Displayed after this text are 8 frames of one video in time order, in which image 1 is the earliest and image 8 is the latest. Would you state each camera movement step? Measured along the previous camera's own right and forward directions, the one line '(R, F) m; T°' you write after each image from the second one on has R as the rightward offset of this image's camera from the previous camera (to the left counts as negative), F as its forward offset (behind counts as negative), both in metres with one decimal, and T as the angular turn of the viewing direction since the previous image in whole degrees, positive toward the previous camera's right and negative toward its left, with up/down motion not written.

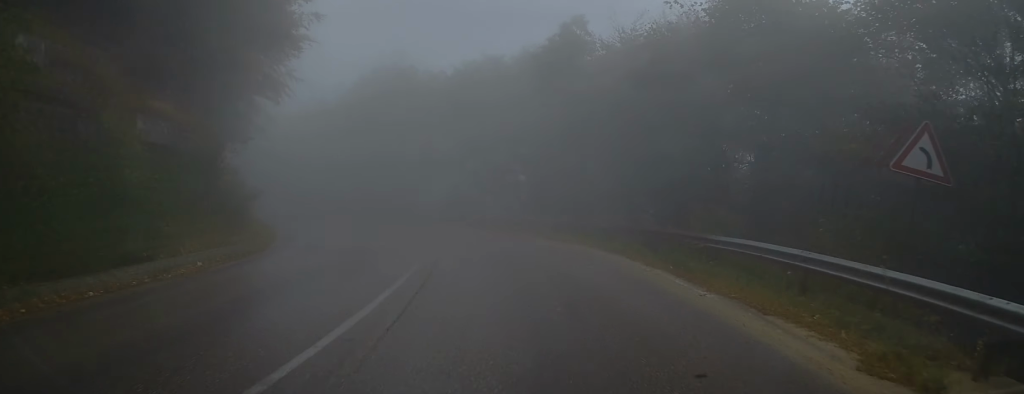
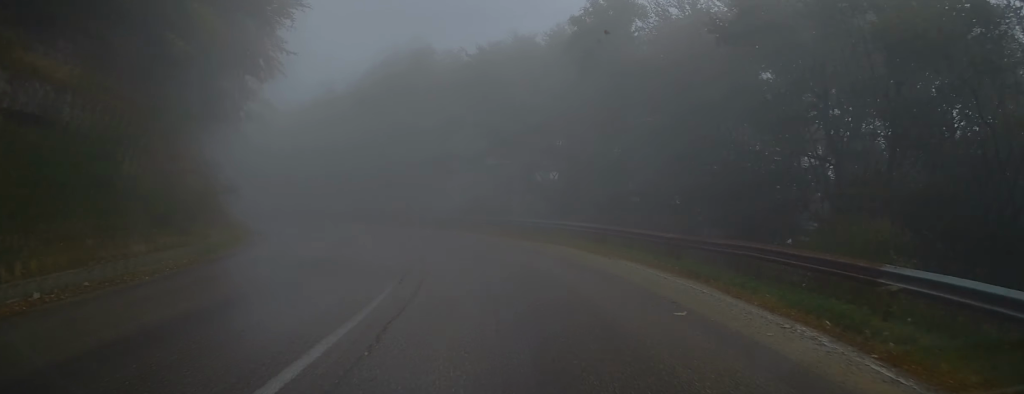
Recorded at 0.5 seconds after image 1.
(-0.1, +5.4) m; -4°
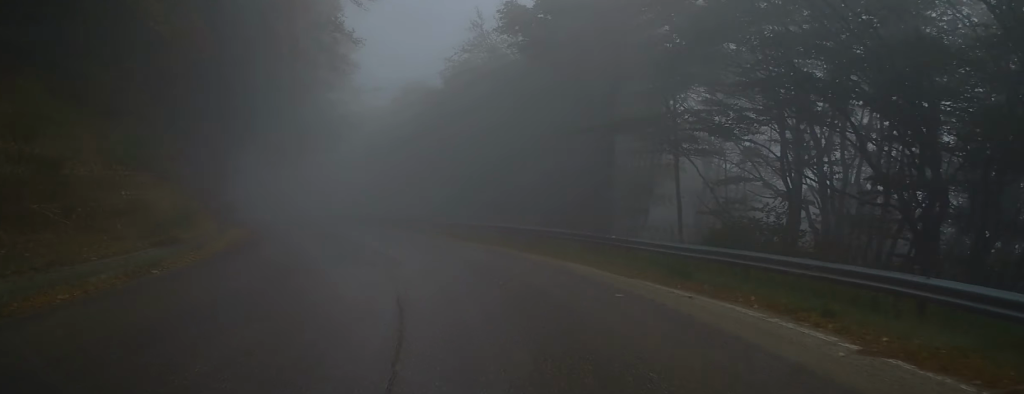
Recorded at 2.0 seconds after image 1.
(-2.2, +17.9) m; -15°
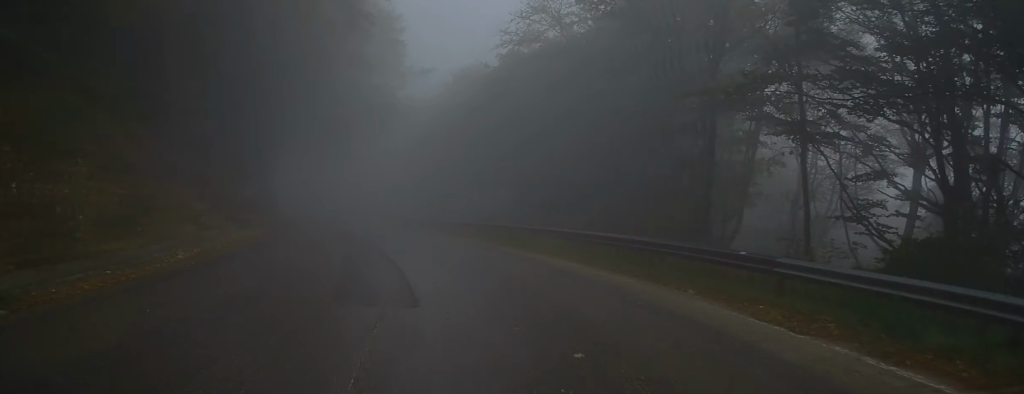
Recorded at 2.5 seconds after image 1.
(-0.2, +4.9) m; -5°
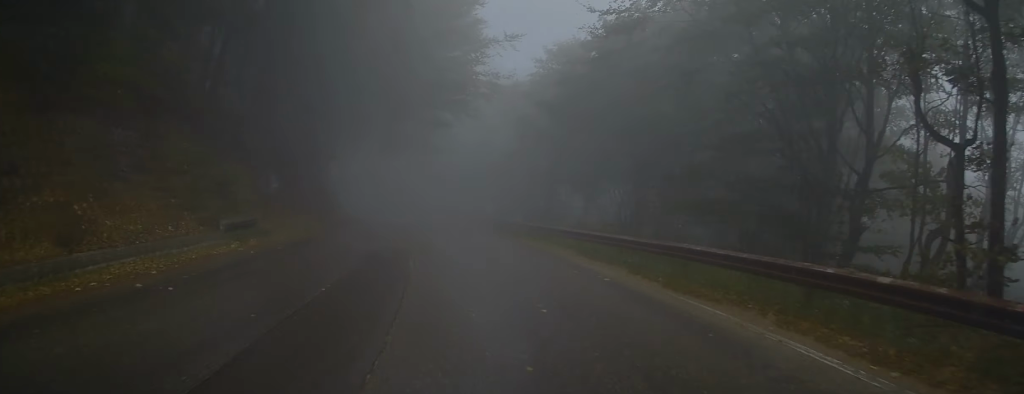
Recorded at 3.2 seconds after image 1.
(-0.5, +7.9) m; -7°
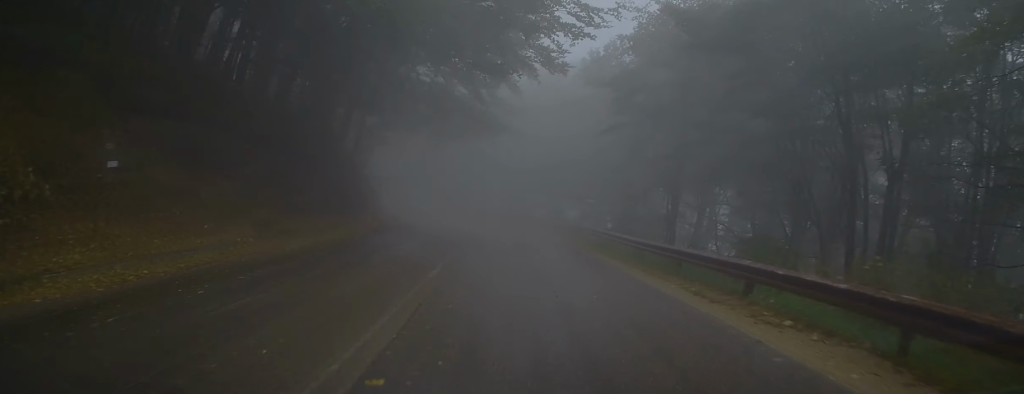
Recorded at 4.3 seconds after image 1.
(-1.3, +13.4) m; -7°
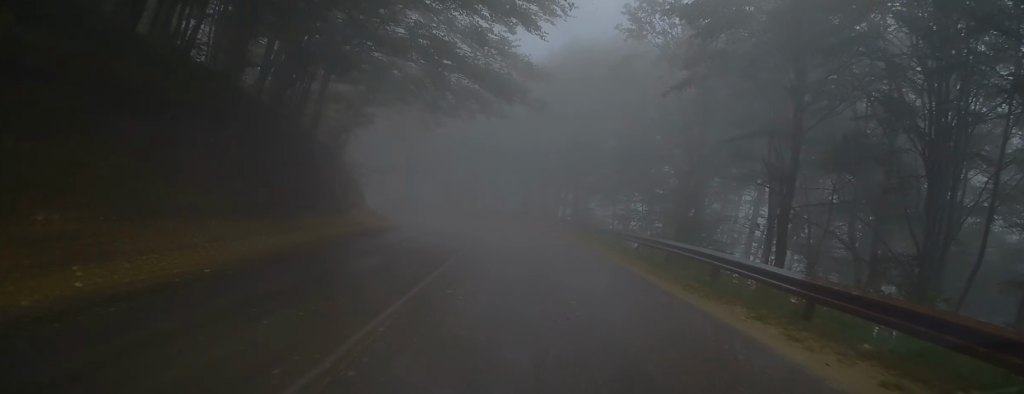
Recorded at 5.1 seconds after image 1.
(-0.2, +9.6) m; 0°
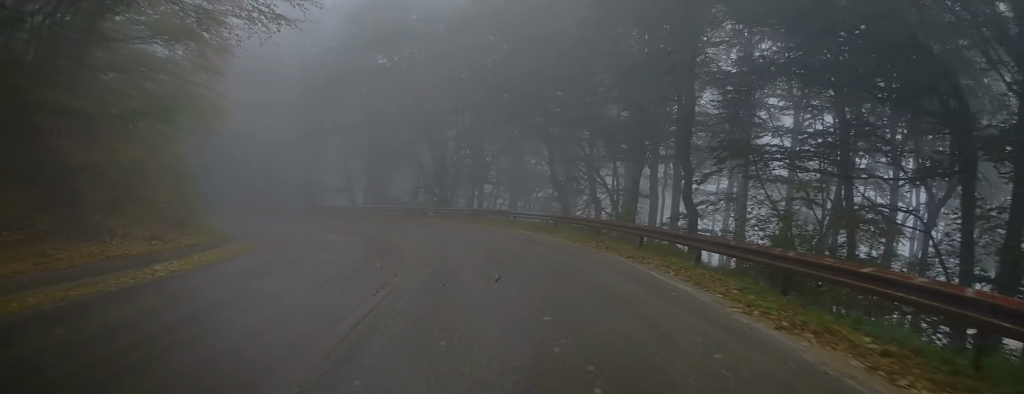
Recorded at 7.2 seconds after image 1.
(+0.4, +26.6) m; -1°
